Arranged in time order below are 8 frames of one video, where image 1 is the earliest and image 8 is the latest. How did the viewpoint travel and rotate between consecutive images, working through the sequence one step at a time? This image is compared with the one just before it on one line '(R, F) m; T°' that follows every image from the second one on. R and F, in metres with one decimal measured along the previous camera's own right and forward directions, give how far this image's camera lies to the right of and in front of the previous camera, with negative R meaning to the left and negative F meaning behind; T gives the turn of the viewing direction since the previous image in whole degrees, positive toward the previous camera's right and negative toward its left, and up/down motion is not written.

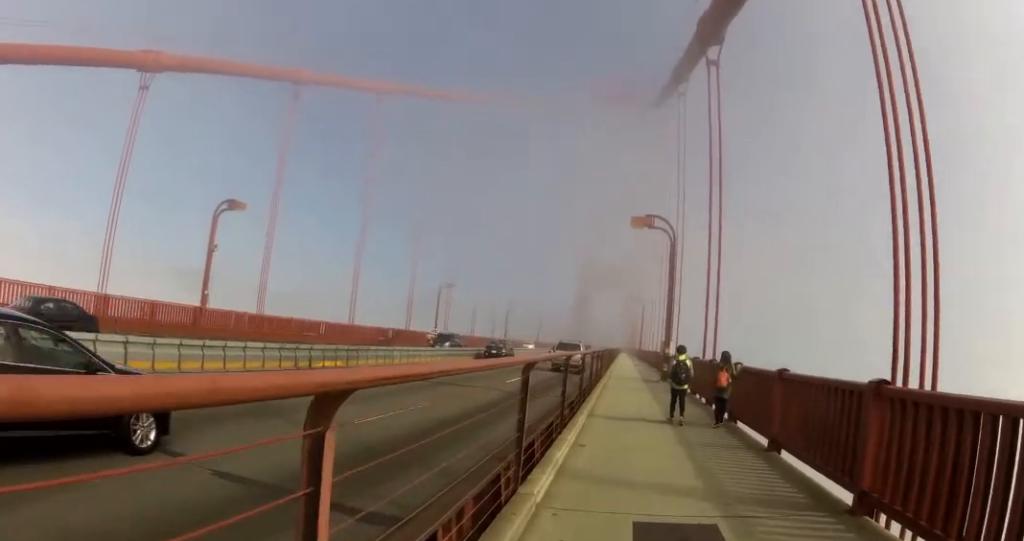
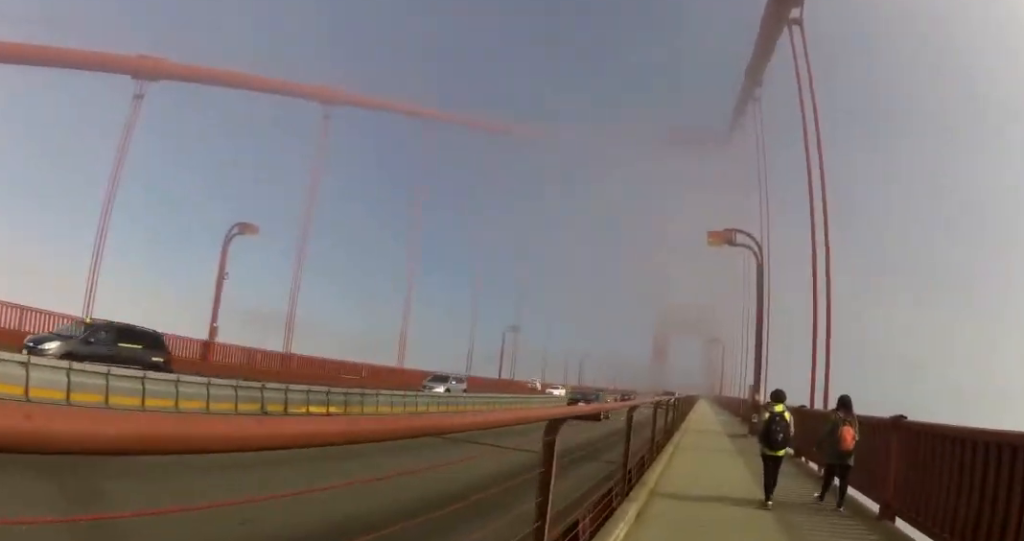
(0.0, +6.3) m; -1°
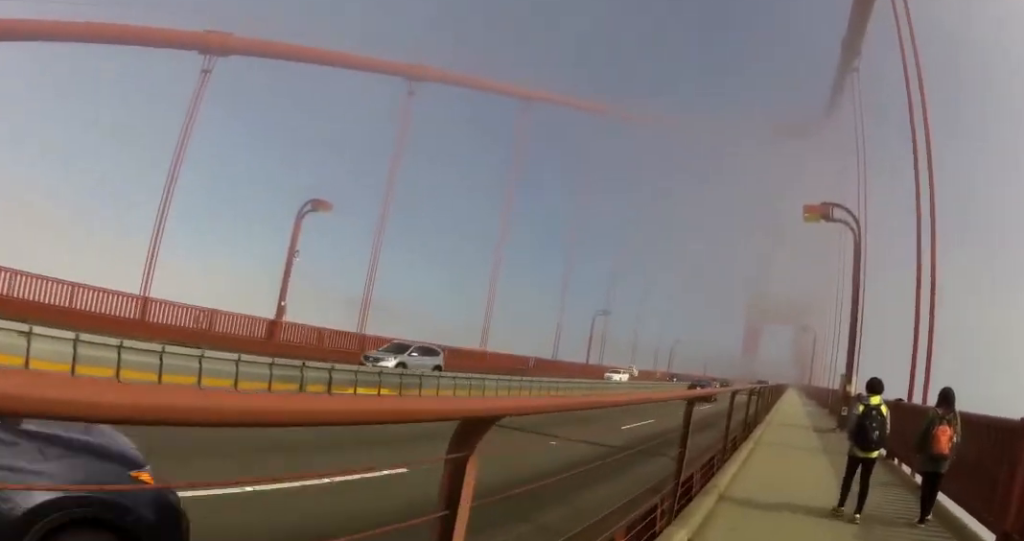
(0.0, +2.0) m; 0°
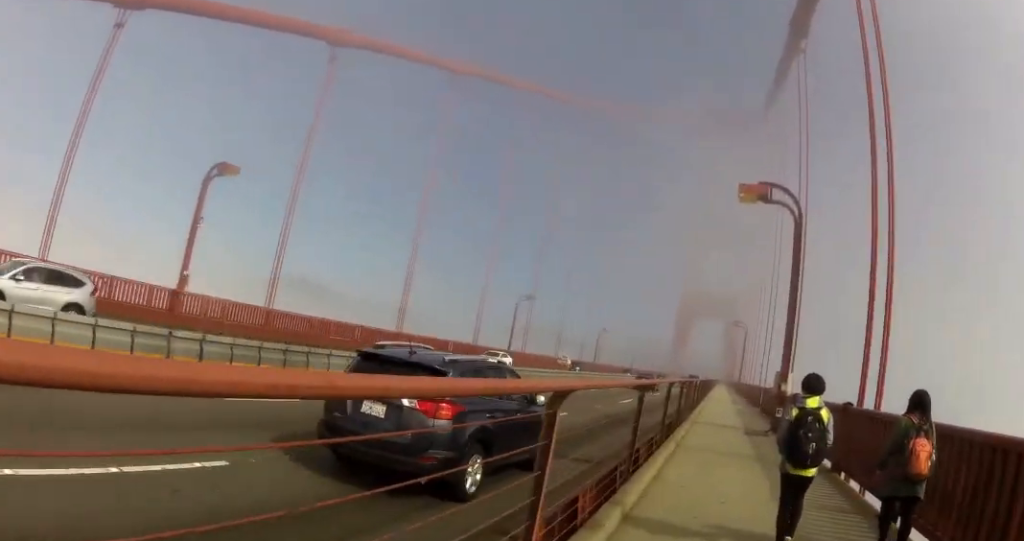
(0.0, +2.1) m; +1°
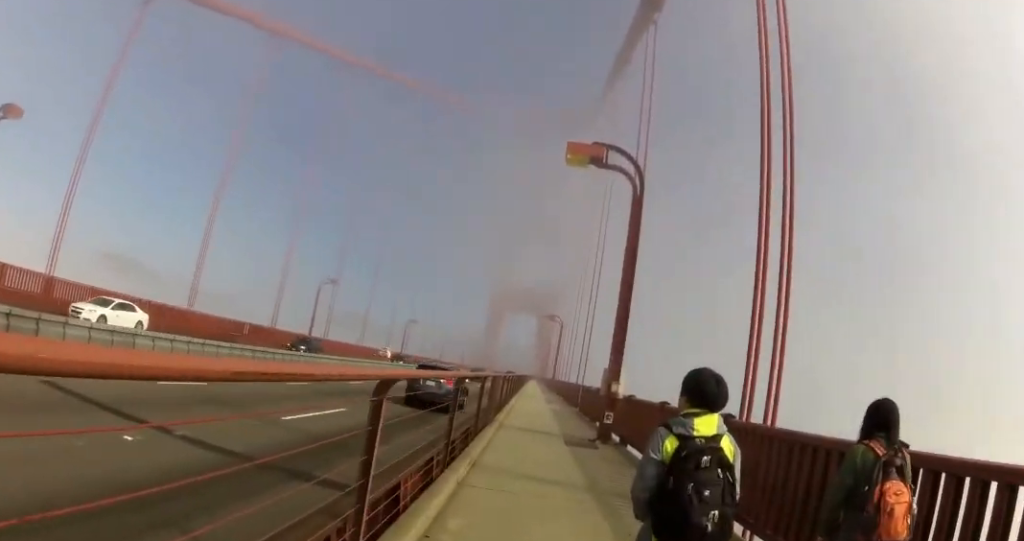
(+0.1, +3.8) m; +3°
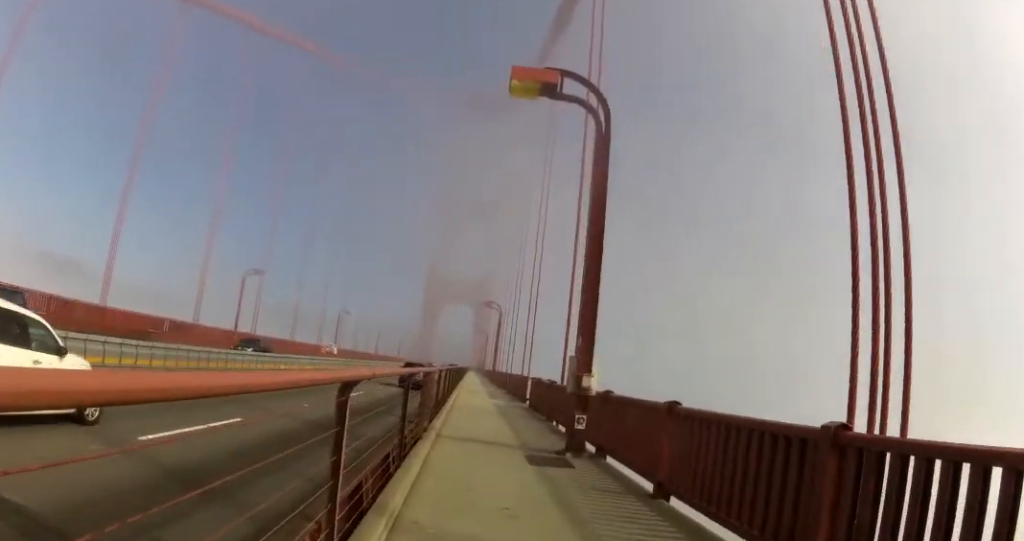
(+0.1, +3.7) m; +2°
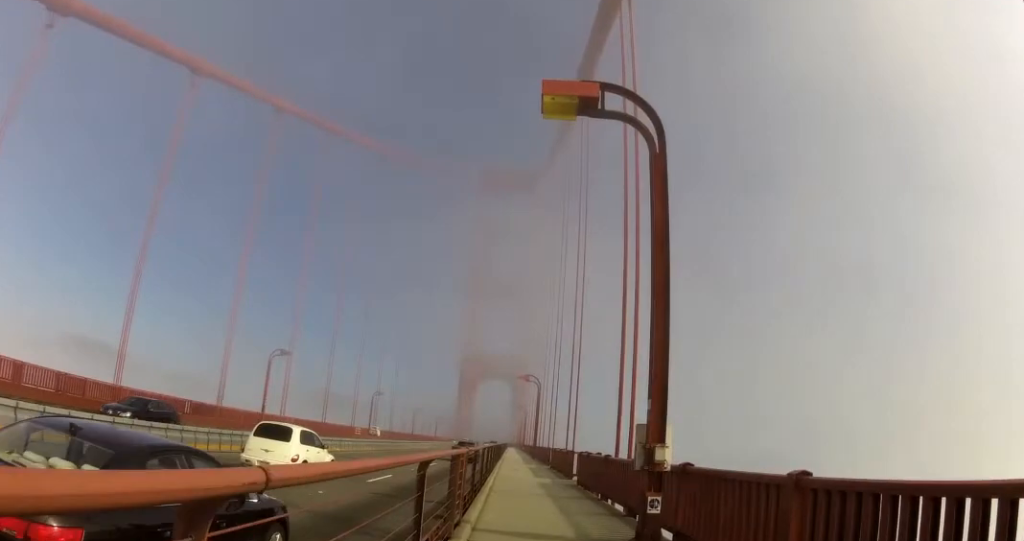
(0.0, +2.5) m; +2°
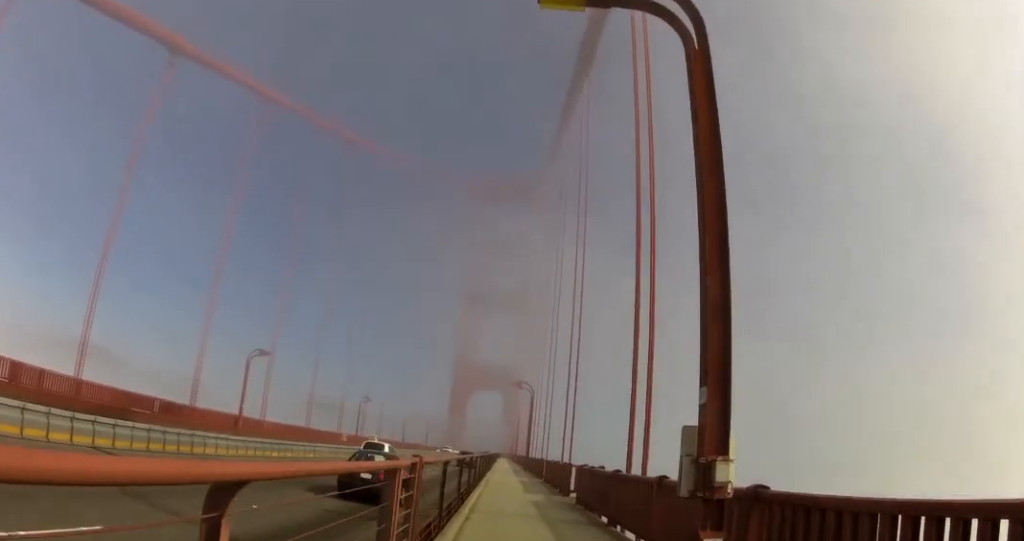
(+0.1, +3.4) m; +1°
